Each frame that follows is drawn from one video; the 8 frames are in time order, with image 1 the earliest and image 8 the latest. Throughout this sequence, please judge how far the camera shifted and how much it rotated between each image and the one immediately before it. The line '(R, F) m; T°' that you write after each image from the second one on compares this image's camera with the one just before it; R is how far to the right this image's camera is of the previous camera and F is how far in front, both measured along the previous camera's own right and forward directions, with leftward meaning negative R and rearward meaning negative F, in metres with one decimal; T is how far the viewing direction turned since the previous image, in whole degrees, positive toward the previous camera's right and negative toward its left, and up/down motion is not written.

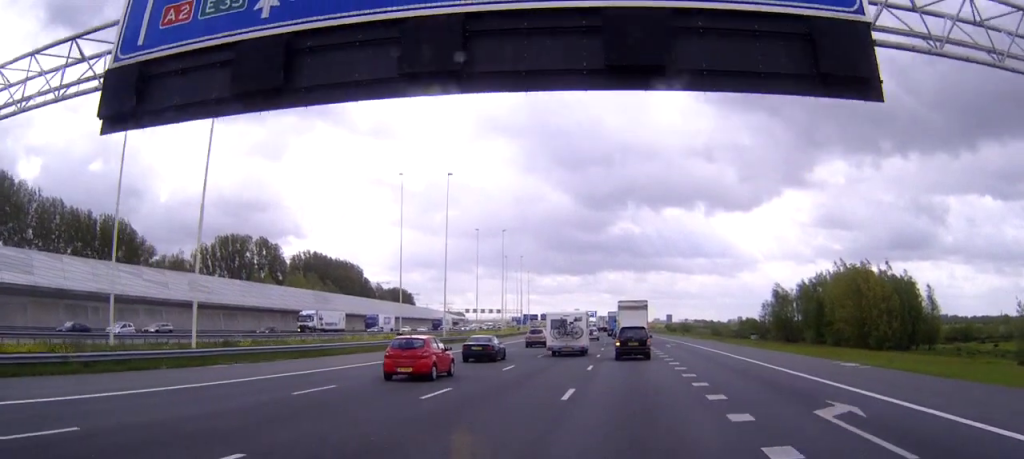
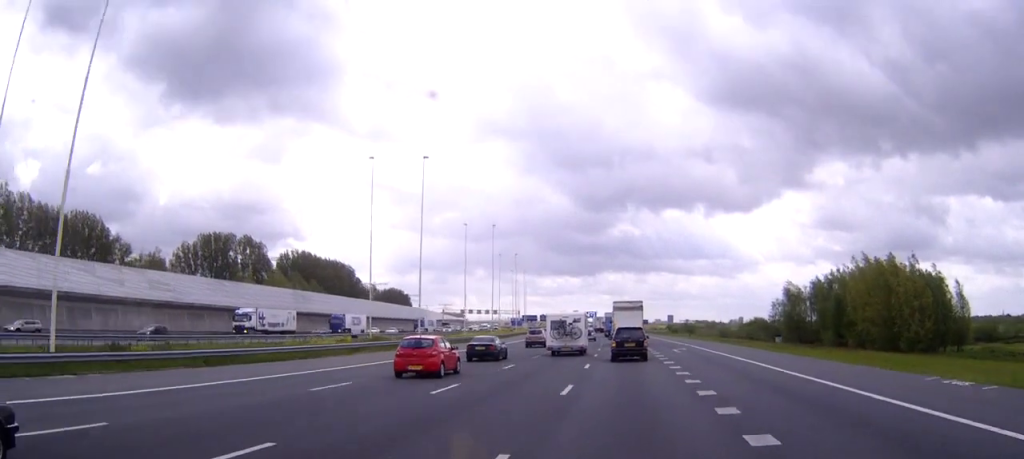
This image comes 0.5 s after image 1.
(0.0, +10.8) m; 0°
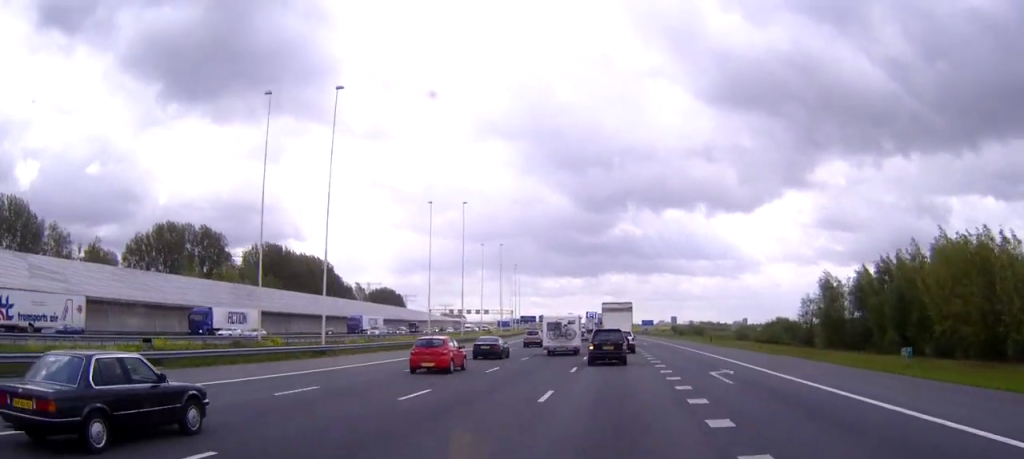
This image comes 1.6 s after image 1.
(-0.1, +25.6) m; 0°
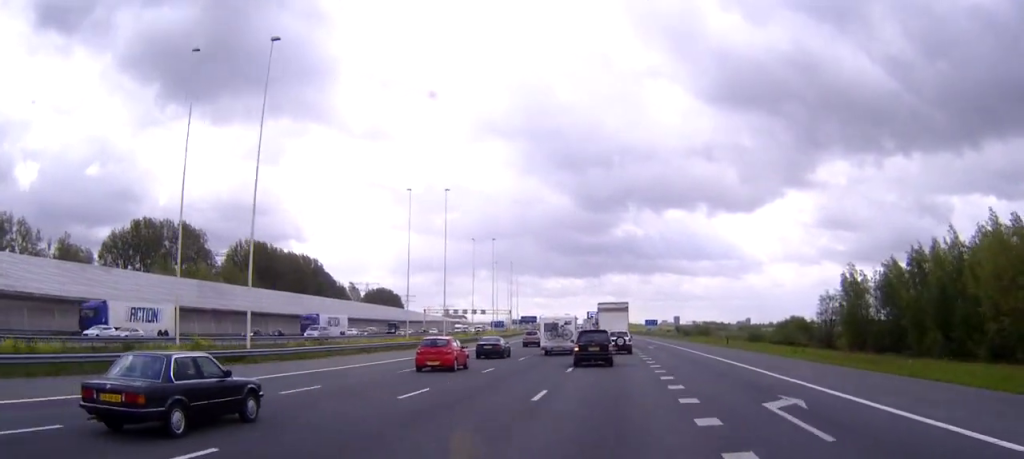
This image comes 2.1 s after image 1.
(0.0, +11.7) m; 0°
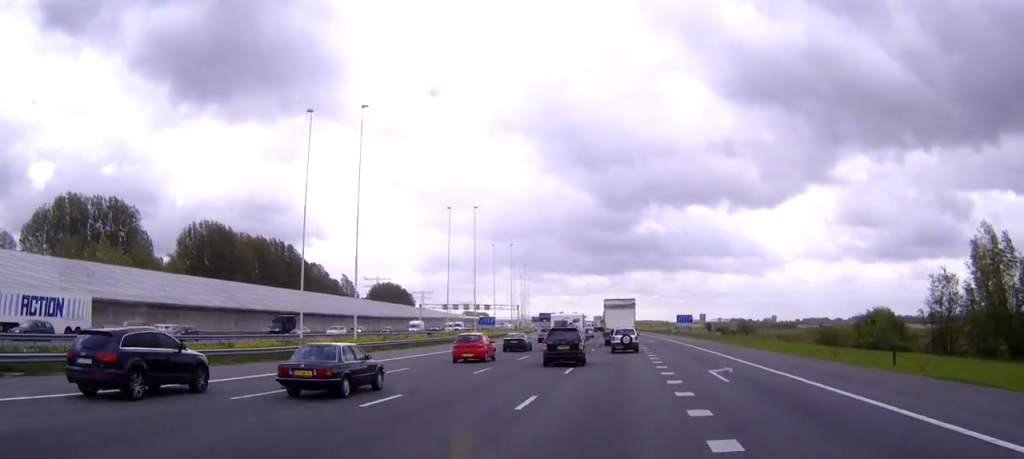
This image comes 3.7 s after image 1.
(-0.3, +38.9) m; -1°
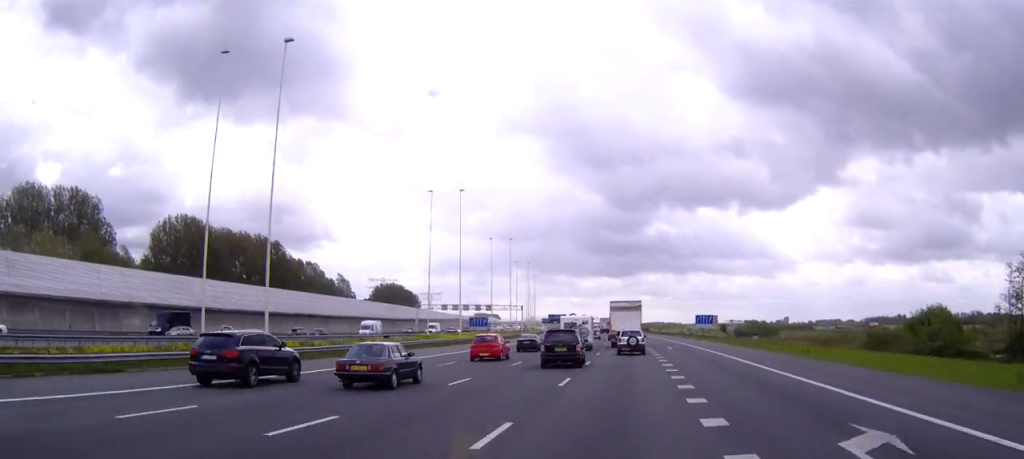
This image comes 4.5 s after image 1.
(-0.2, +17.0) m; -1°
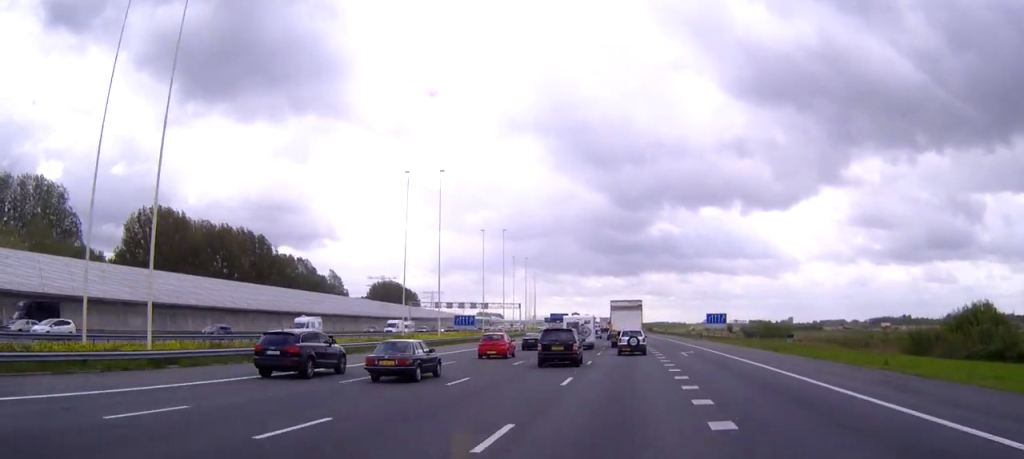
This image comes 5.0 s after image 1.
(-0.1, +12.4) m; -1°
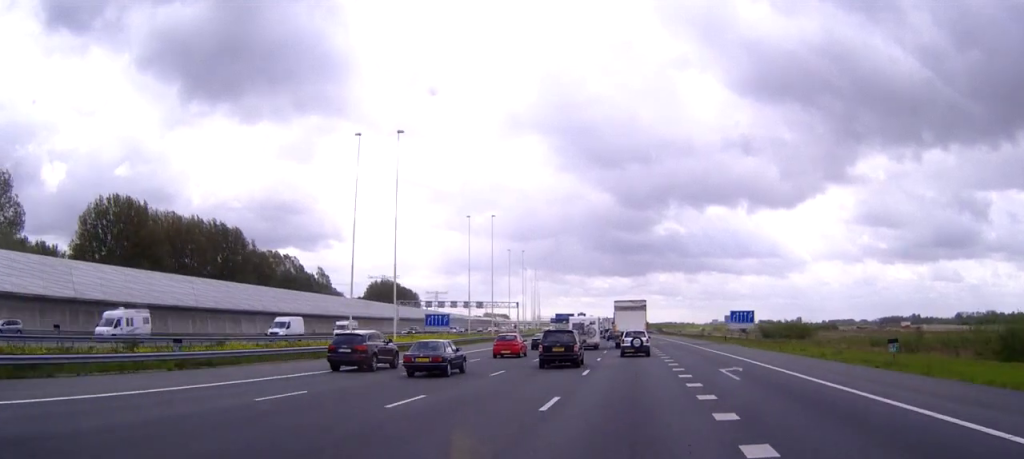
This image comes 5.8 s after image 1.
(-0.1, +18.5) m; -1°
